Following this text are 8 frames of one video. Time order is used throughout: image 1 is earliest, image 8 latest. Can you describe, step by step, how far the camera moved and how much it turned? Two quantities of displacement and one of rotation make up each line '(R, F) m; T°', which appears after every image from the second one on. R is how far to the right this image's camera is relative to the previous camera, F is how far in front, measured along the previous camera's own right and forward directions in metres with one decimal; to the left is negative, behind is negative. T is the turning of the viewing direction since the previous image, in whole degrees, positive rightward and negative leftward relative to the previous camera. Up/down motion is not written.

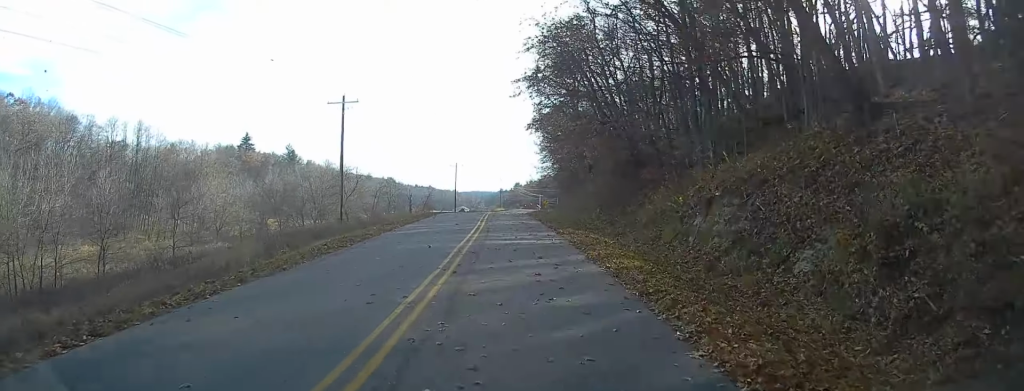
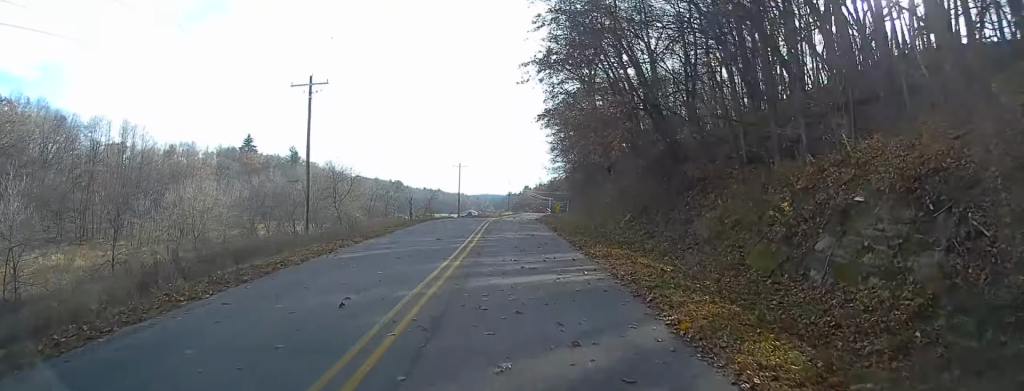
(+0.2, +9.3) m; -1°
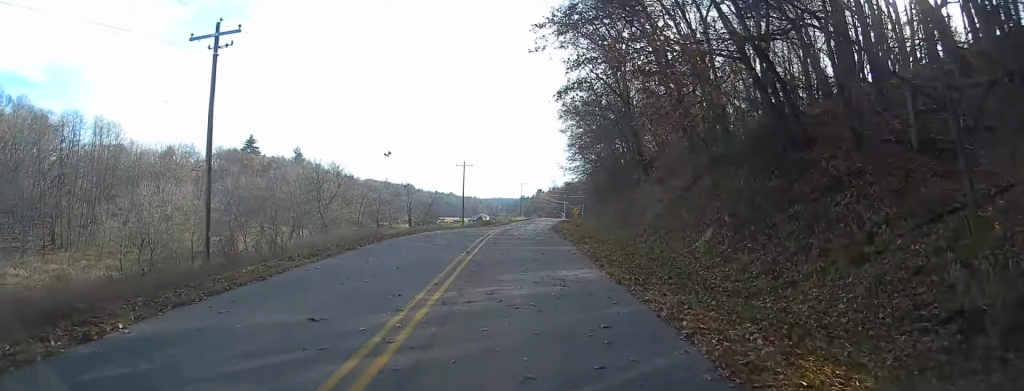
(-0.5, +13.9) m; 0°
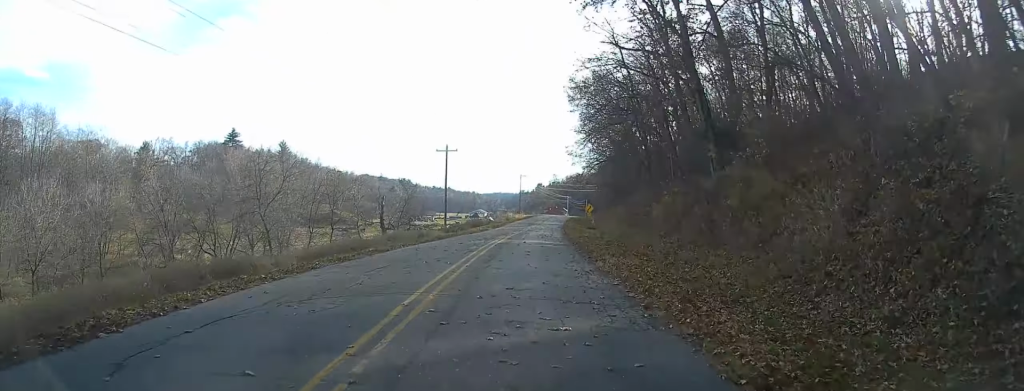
(+0.5, +20.6) m; +2°
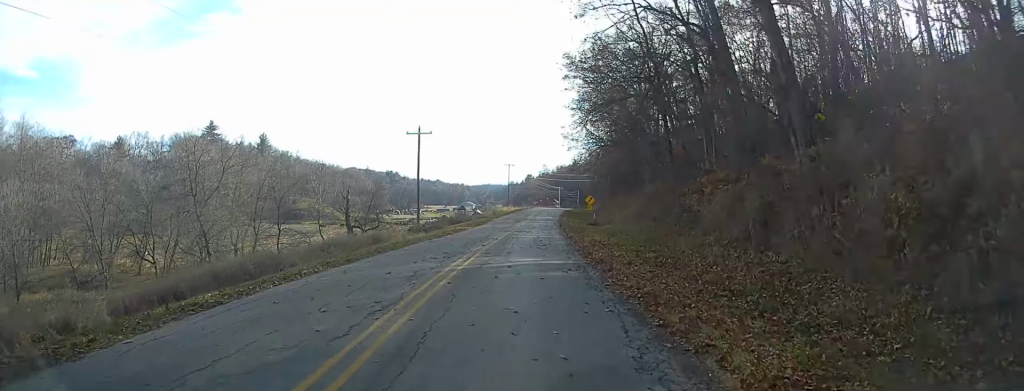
(0.0, +12.0) m; 0°
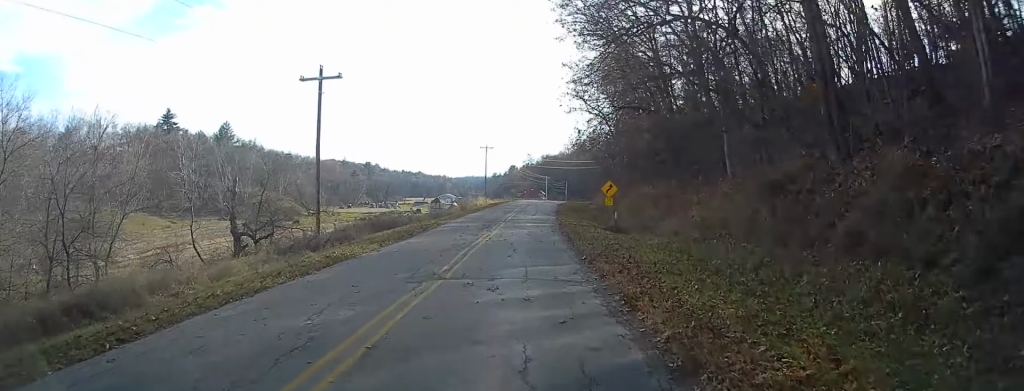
(+0.3, +25.5) m; +3°
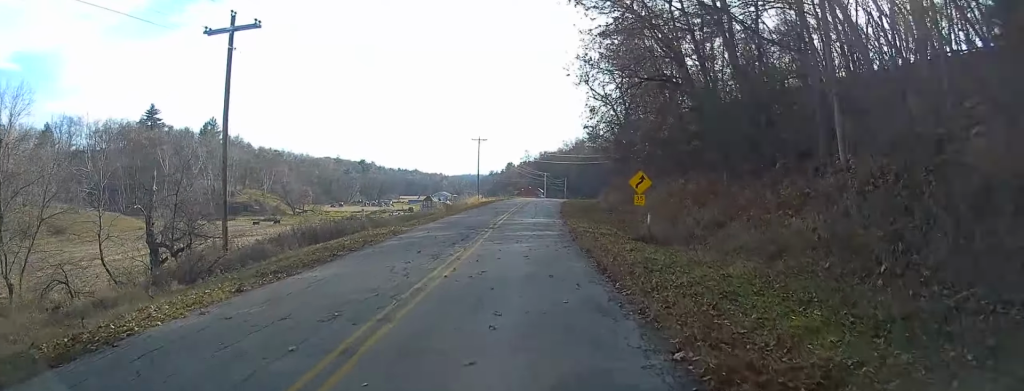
(+0.3, +11.2) m; +1°
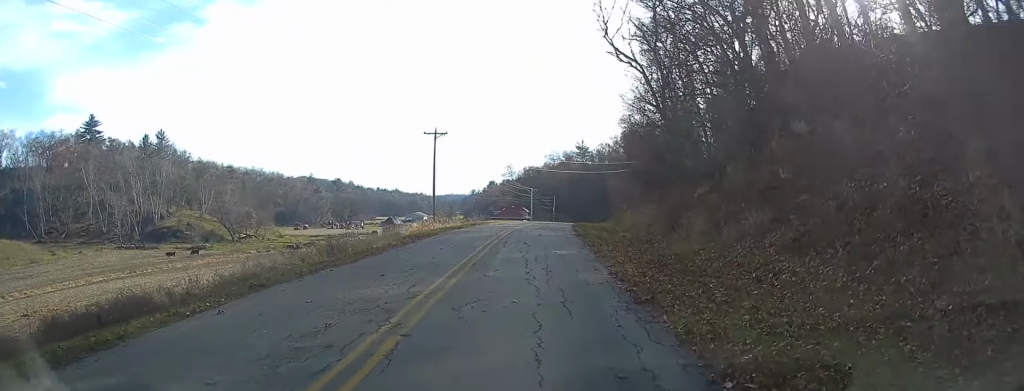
(+0.1, +33.2) m; -2°
